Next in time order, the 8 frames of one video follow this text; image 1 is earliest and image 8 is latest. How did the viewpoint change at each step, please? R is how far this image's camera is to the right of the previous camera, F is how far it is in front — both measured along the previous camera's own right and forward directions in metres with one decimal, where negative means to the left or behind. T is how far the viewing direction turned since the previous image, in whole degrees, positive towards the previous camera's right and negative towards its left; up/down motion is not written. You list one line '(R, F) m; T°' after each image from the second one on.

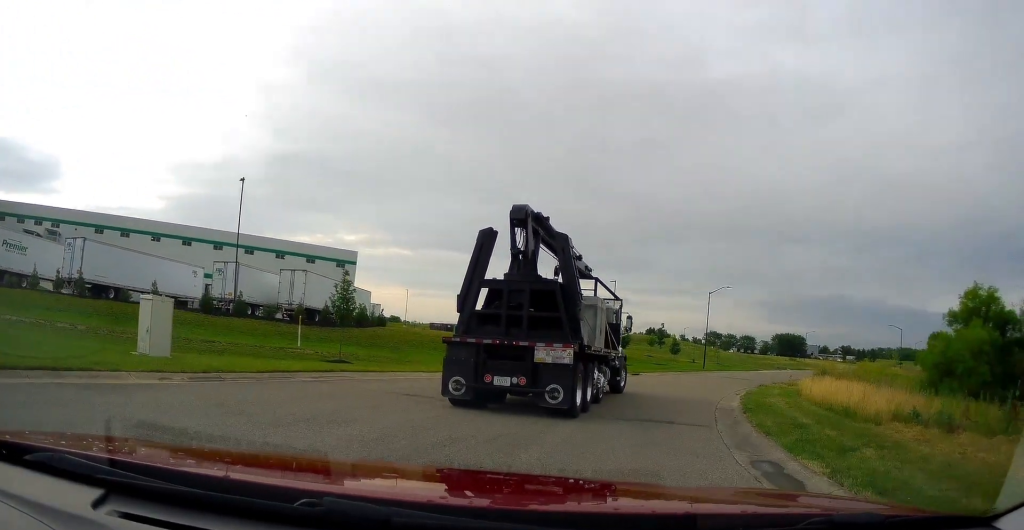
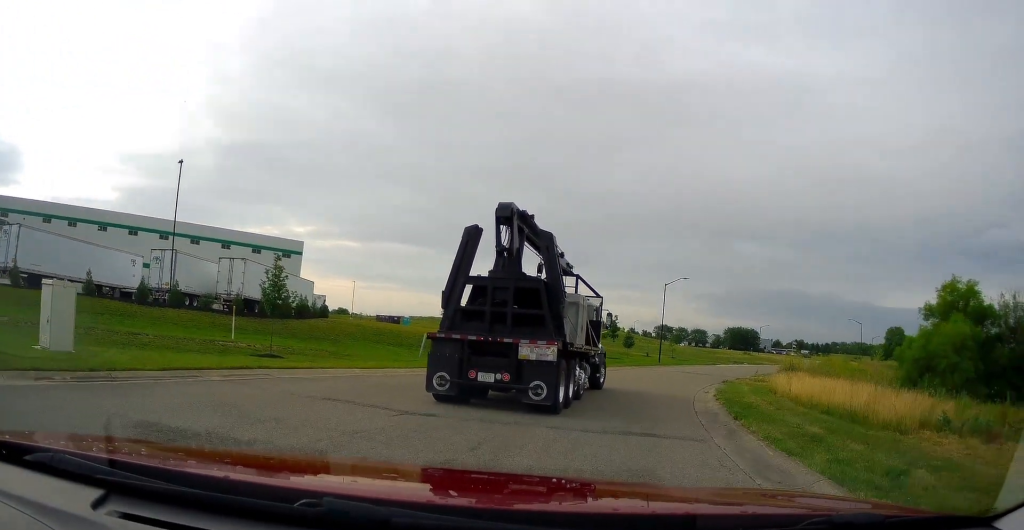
(+0.5, +2.3) m; +9°
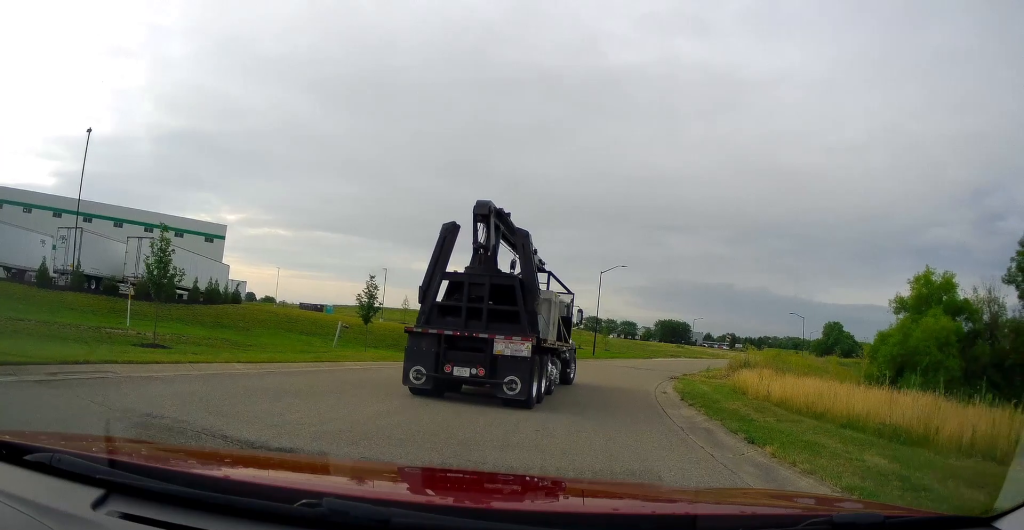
(+0.6, +3.8) m; +10°
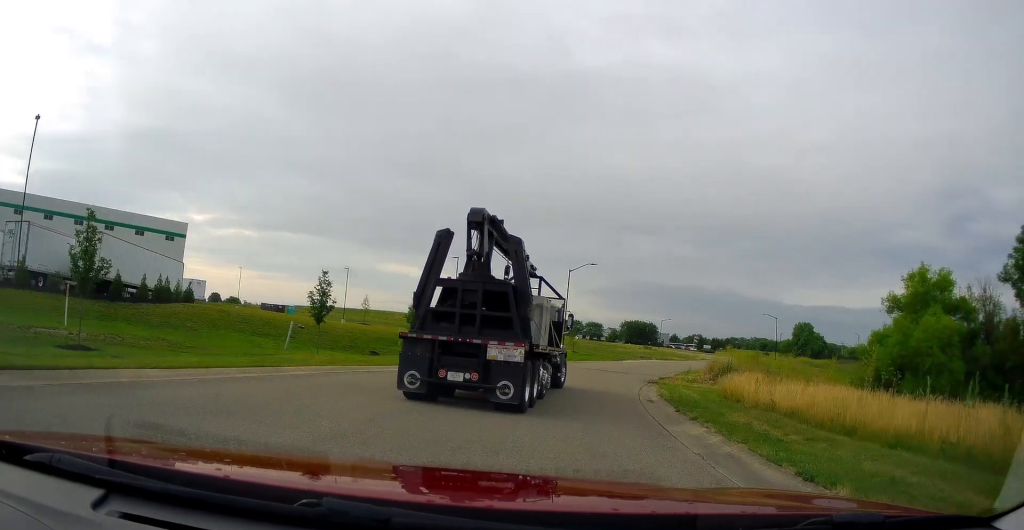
(0.0, +2.5) m; 0°
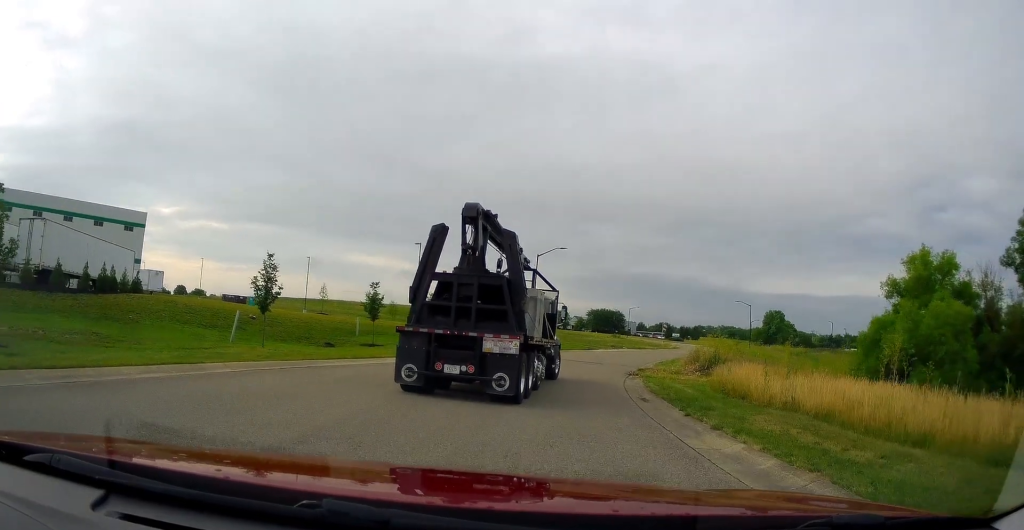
(0.0, +3.0) m; +2°
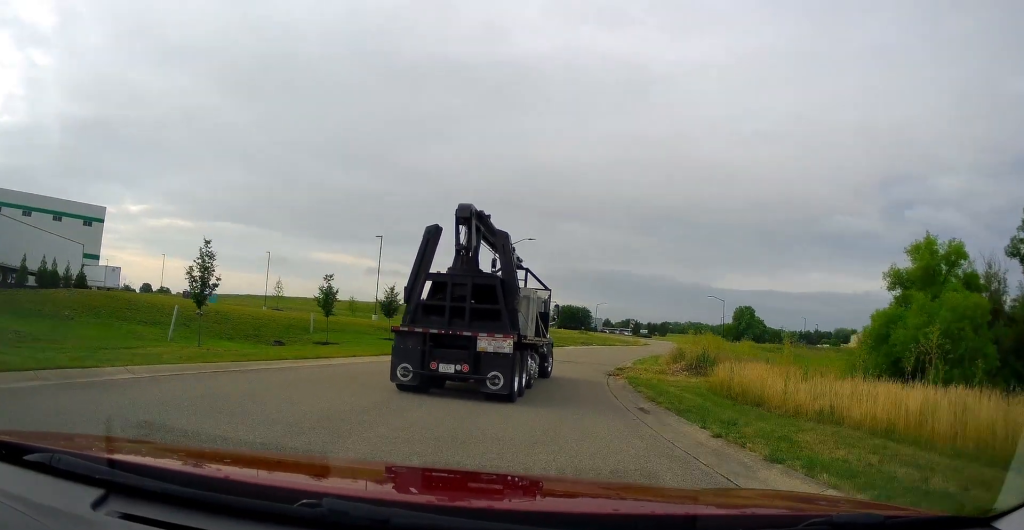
(-0.1, +3.1) m; +3°
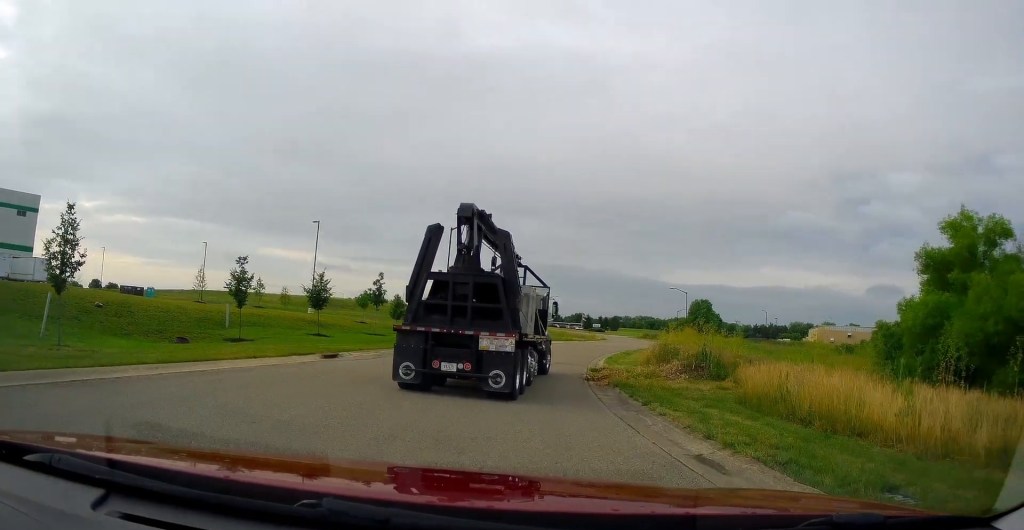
(+0.5, +6.1) m; +2°
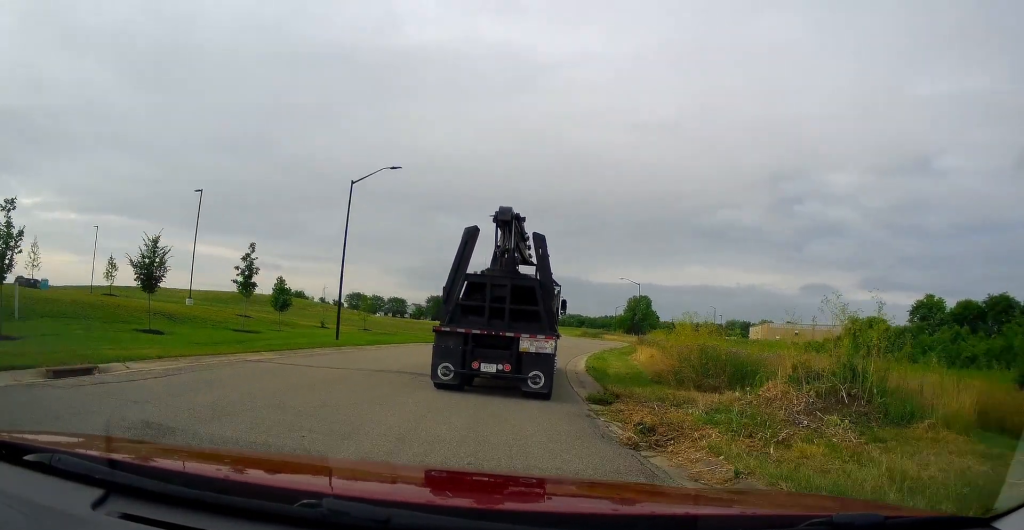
(+0.5, +12.7) m; +8°
